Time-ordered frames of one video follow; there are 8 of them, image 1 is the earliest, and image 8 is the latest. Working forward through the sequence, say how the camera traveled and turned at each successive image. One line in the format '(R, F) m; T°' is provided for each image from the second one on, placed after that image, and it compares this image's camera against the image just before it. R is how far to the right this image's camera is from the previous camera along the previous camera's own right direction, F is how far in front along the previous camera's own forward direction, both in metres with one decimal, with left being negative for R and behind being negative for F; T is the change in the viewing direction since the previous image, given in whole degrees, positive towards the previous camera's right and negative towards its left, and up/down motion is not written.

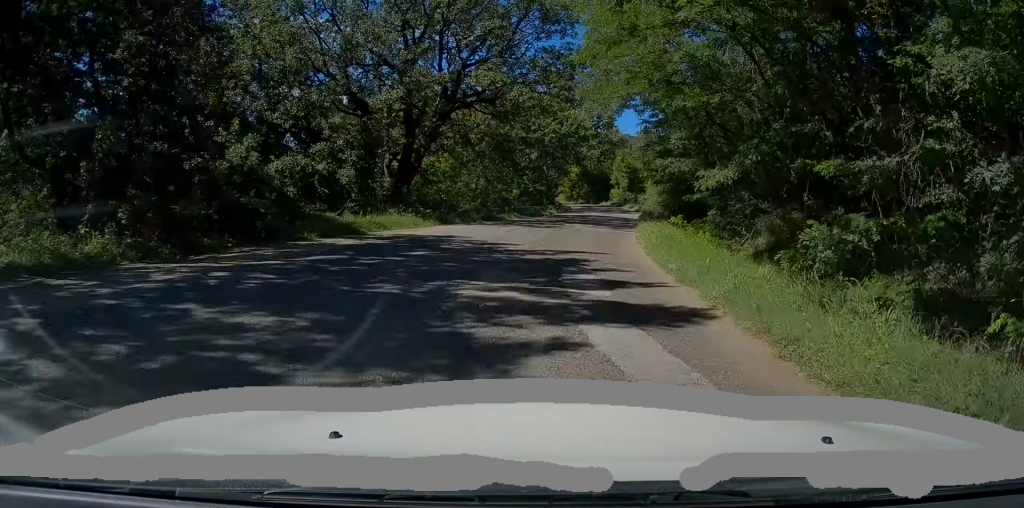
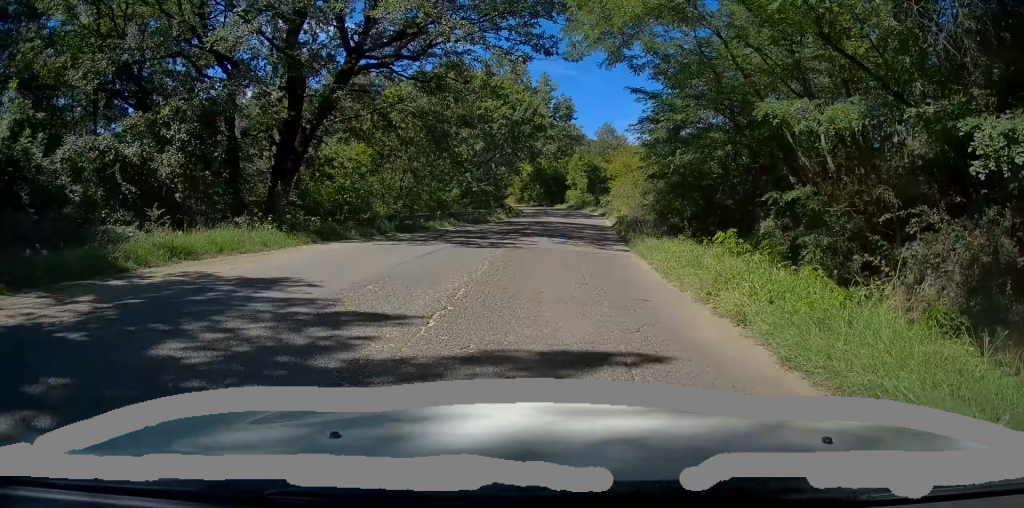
(+0.4, +9.7) m; +4°
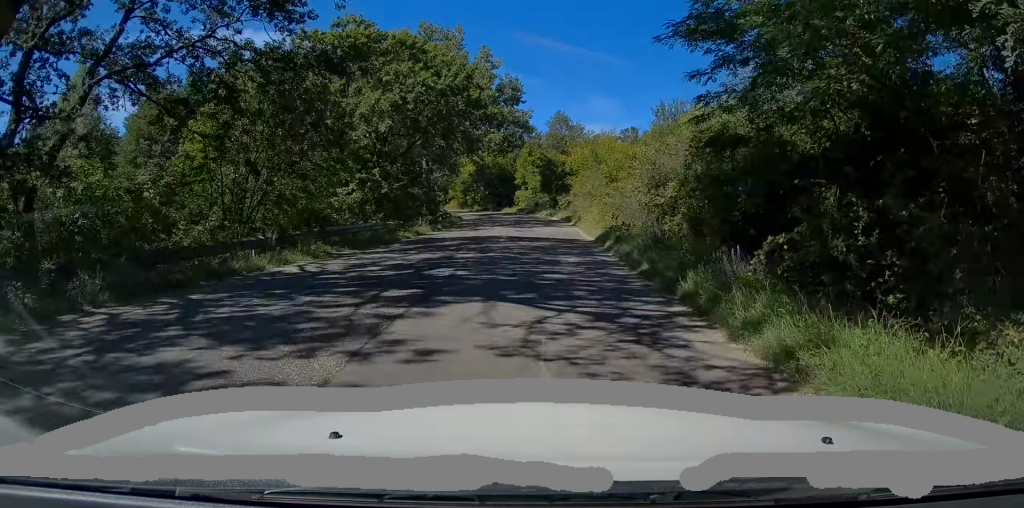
(+0.7, +12.3) m; +5°
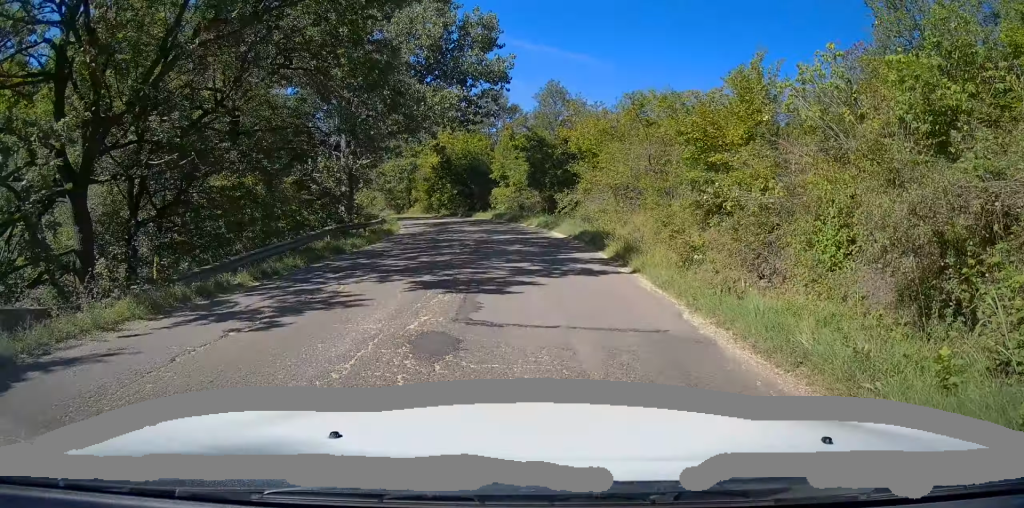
(+0.4, +19.9) m; +1°
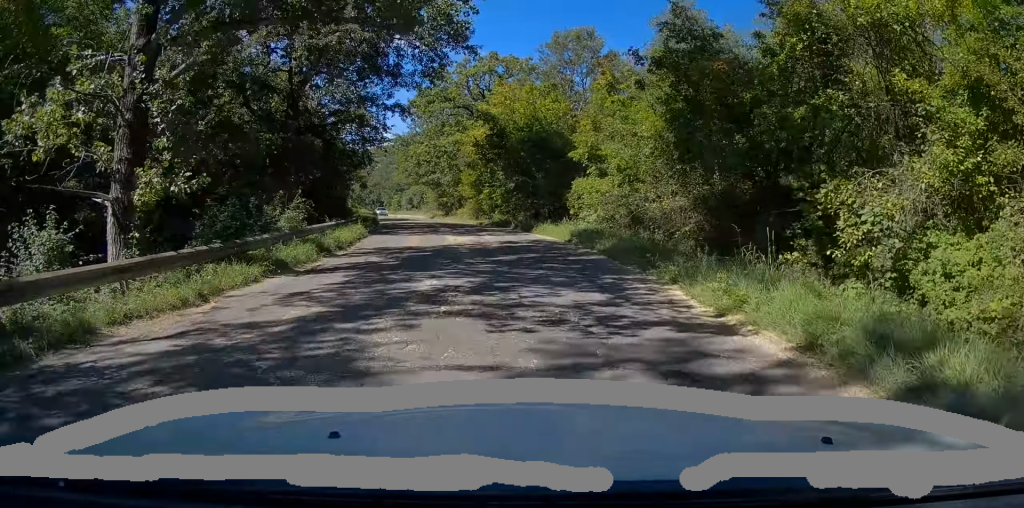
(-0.5, +23.5) m; -5°
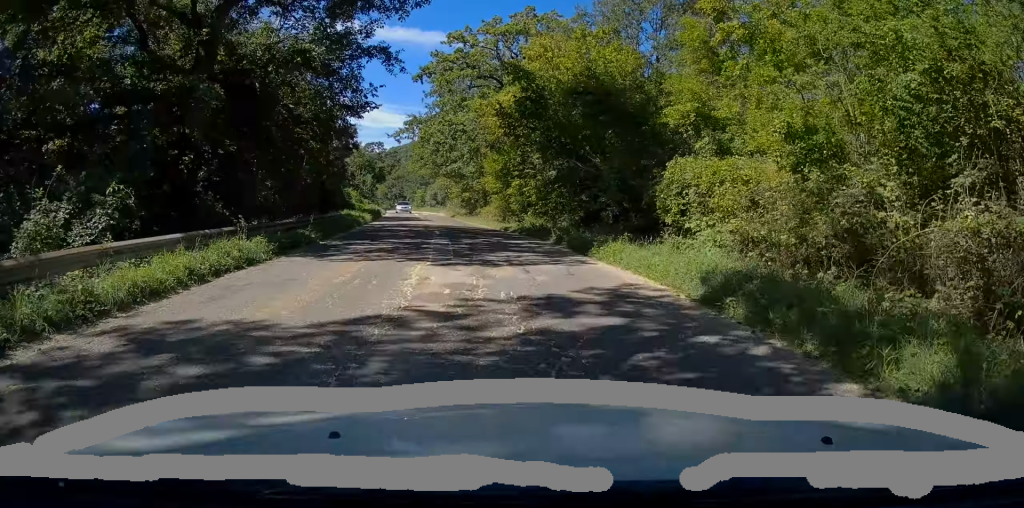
(-0.5, +11.7) m; -4°
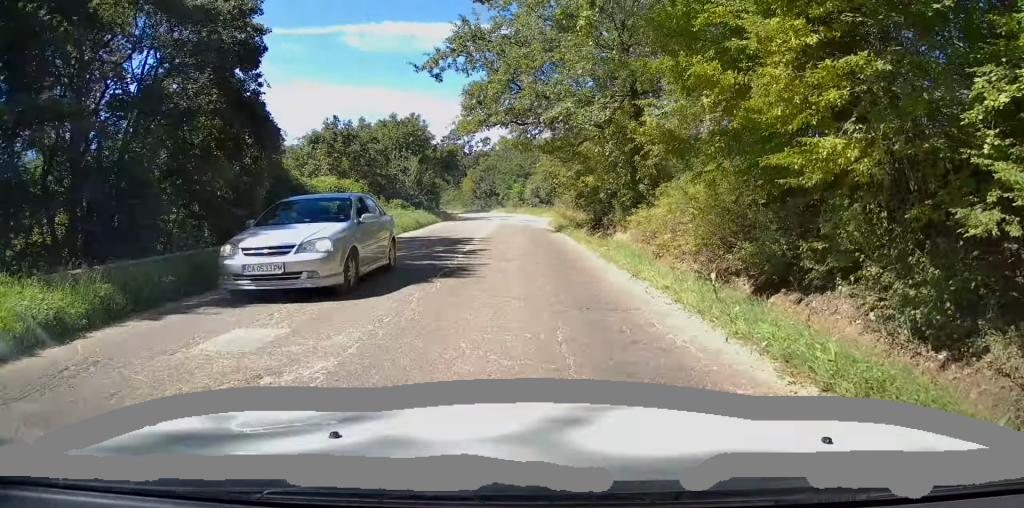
(-2.3, +29.6) m; -8°
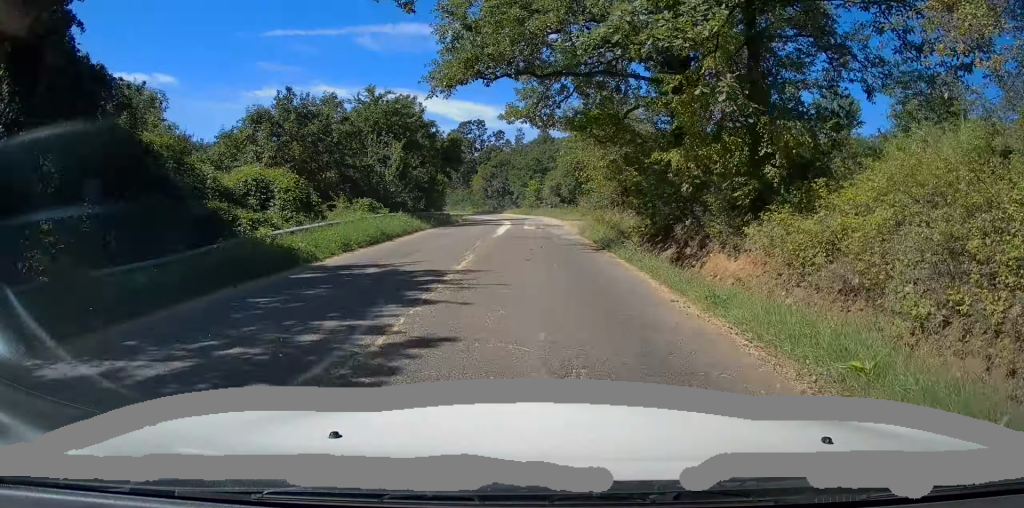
(-0.2, +10.0) m; -2°
